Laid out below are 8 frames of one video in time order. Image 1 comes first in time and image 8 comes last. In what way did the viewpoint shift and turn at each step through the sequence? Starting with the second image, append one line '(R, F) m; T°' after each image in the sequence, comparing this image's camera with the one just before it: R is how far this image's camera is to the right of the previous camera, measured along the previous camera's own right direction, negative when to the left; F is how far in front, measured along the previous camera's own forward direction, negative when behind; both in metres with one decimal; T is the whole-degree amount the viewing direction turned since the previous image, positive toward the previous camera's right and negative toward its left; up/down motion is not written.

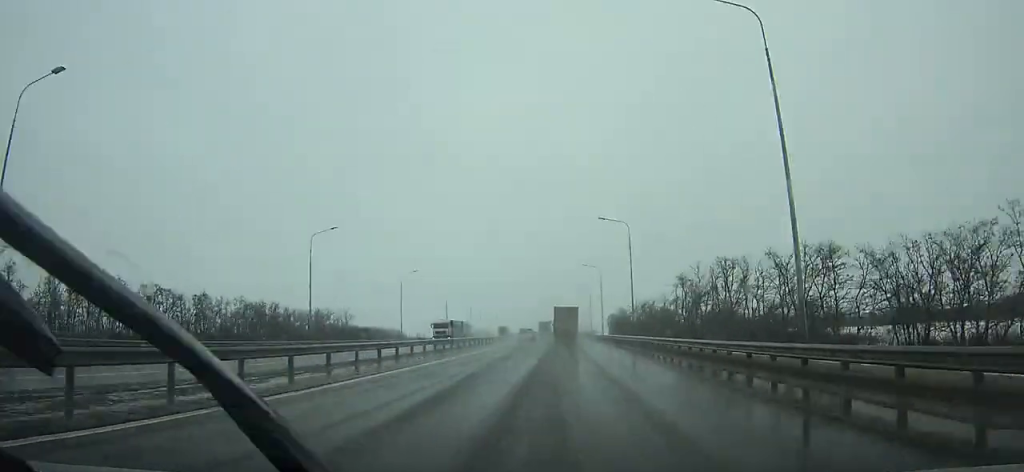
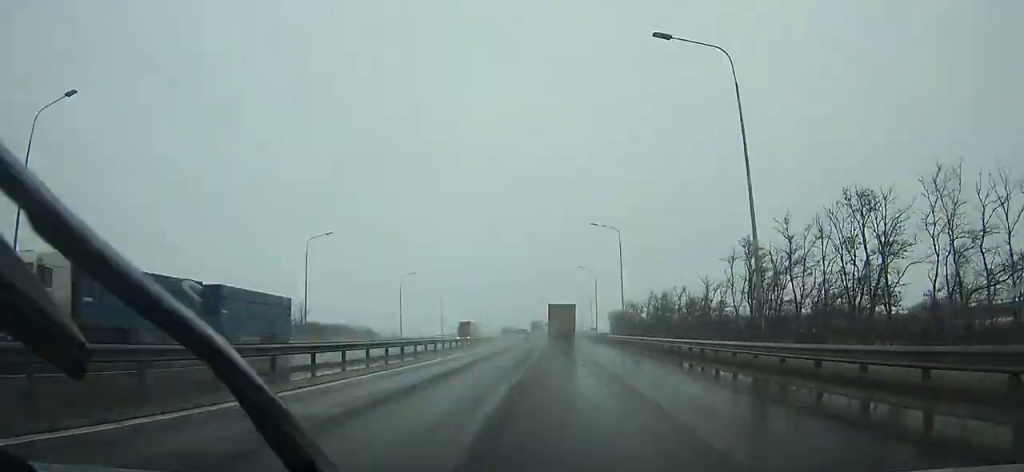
(+0.3, +37.5) m; 0°
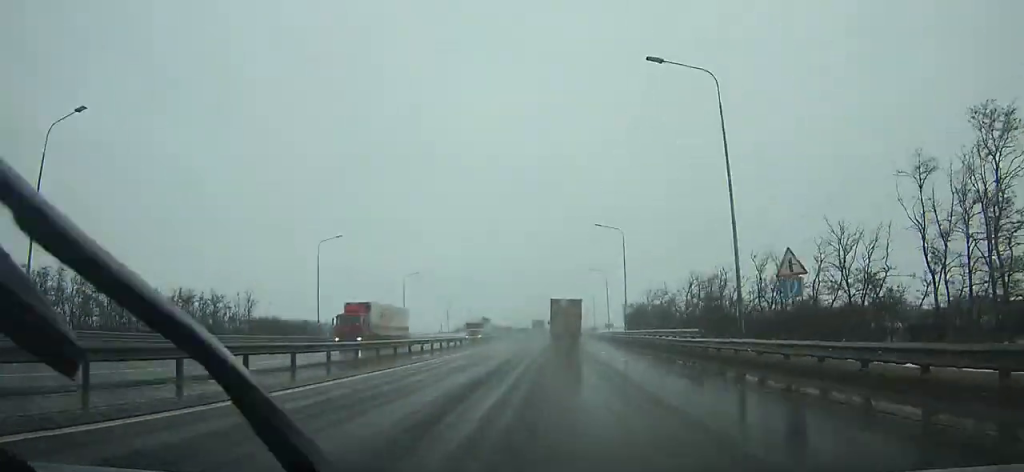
(+0.1, +37.5) m; 0°
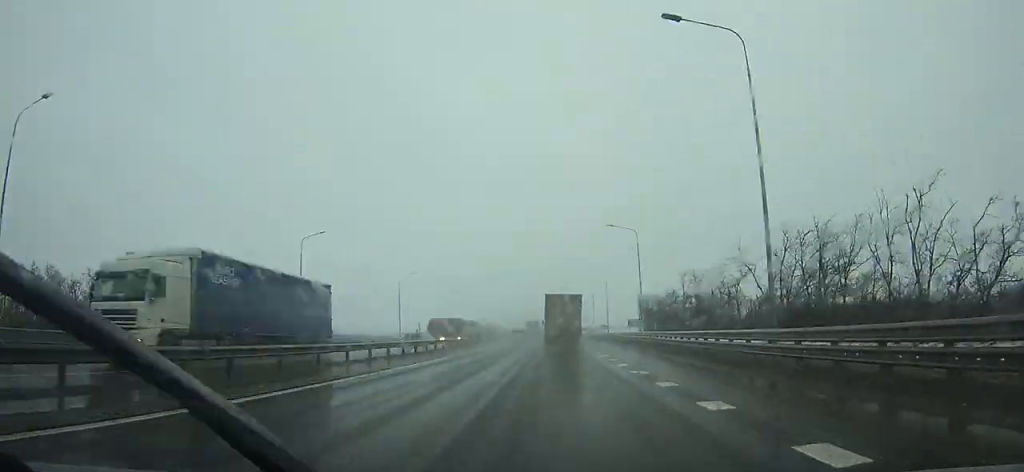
(0.0, +43.0) m; 0°
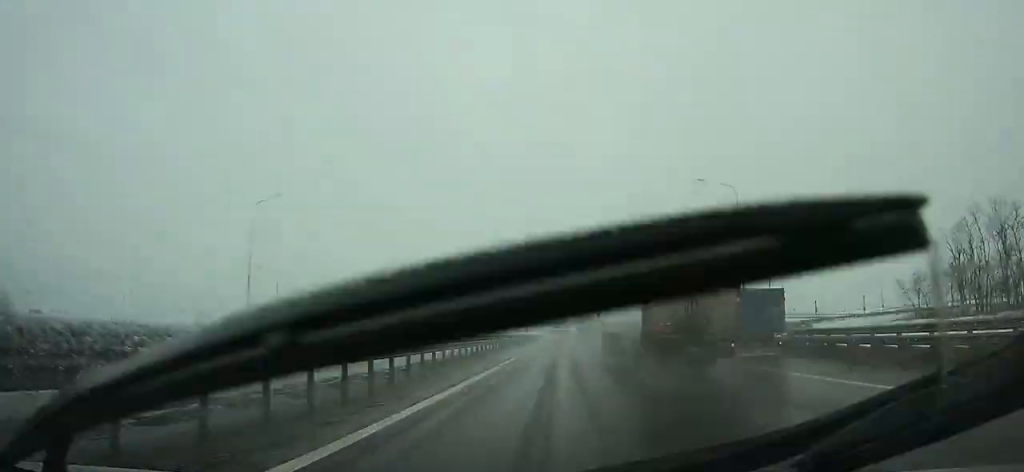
(-1.1, +139.4) m; 0°
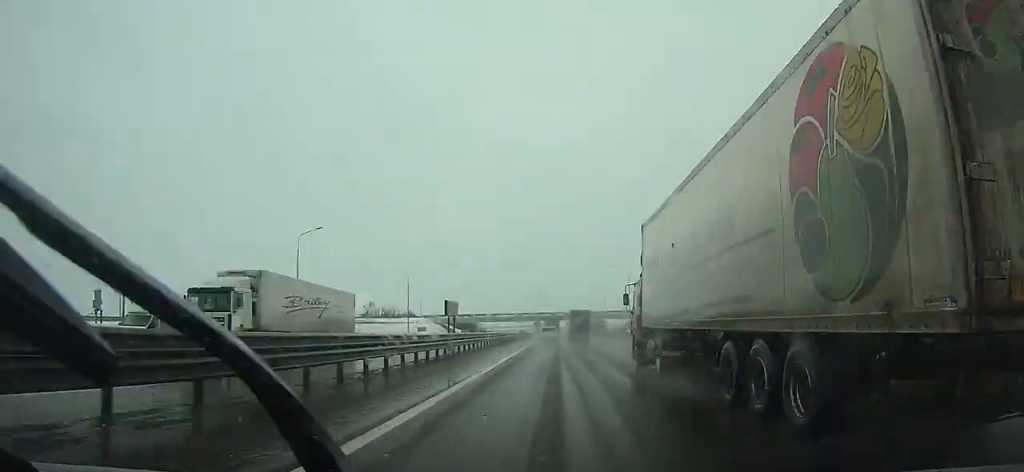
(+0.3, +53.1) m; +1°
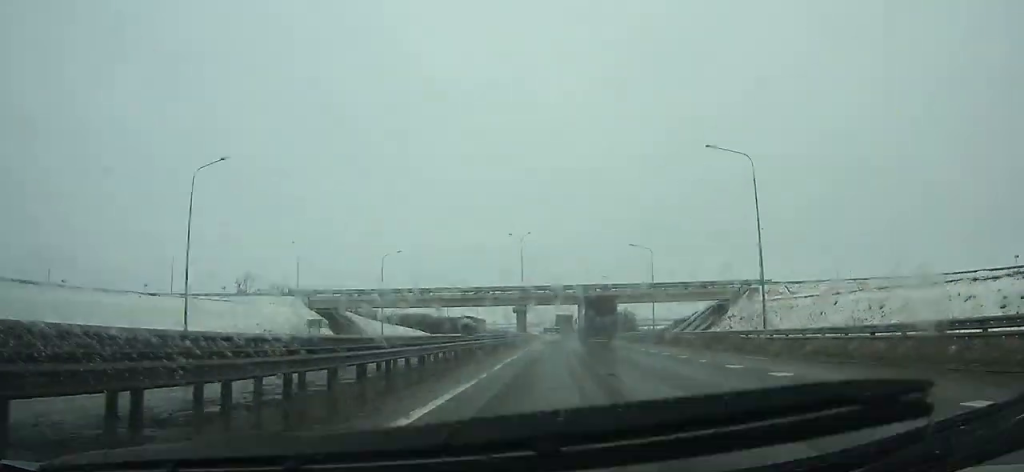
(+0.2, +102.9) m; 0°
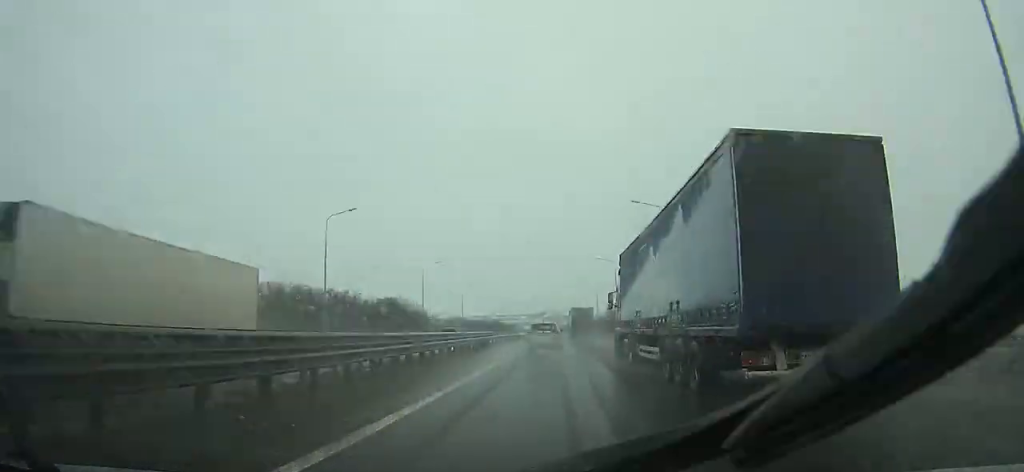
(-0.8, +144.3) m; 0°
